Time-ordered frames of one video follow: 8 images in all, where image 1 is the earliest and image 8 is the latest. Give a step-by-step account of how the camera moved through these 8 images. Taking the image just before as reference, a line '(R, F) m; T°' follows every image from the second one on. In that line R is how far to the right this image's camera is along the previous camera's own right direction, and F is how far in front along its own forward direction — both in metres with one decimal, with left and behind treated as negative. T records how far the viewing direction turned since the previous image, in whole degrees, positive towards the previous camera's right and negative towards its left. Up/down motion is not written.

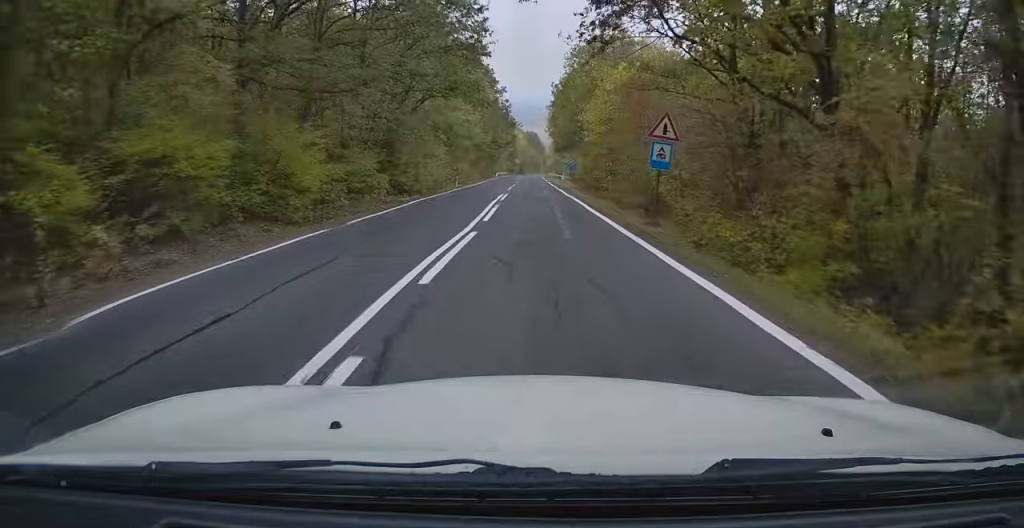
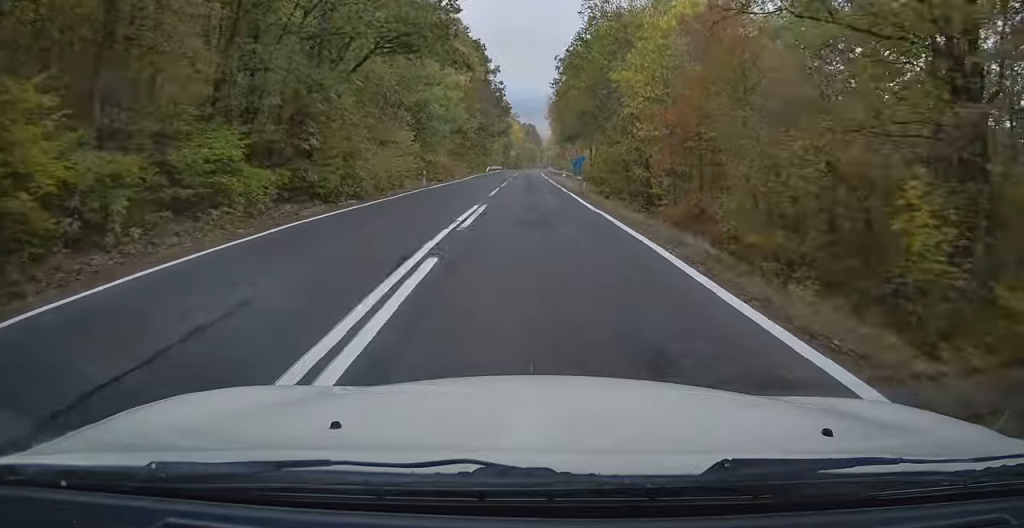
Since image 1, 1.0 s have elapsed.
(+0.2, +14.2) m; 0°
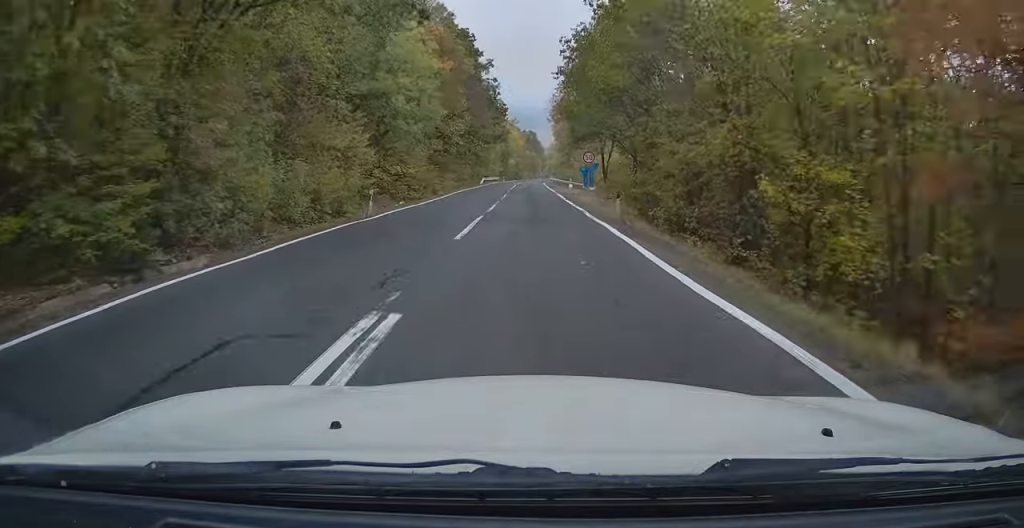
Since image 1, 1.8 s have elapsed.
(-0.2, +12.1) m; 0°
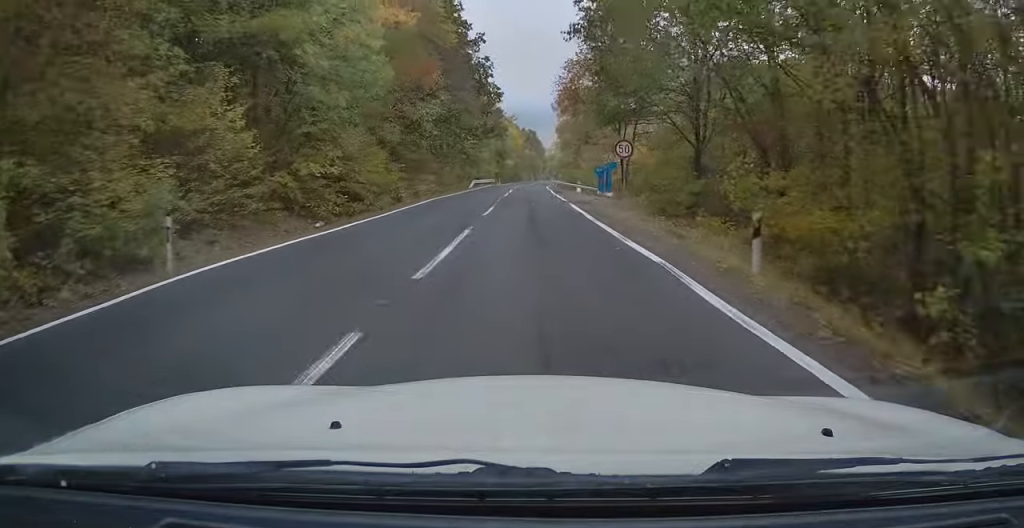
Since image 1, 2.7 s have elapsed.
(+0.3, +13.4) m; 0°
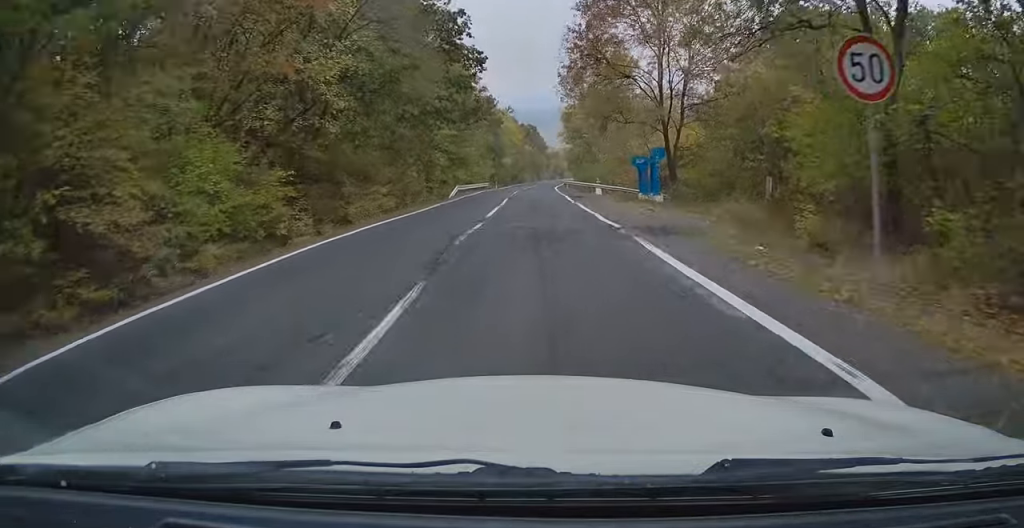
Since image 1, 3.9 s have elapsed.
(-0.3, +17.1) m; -1°
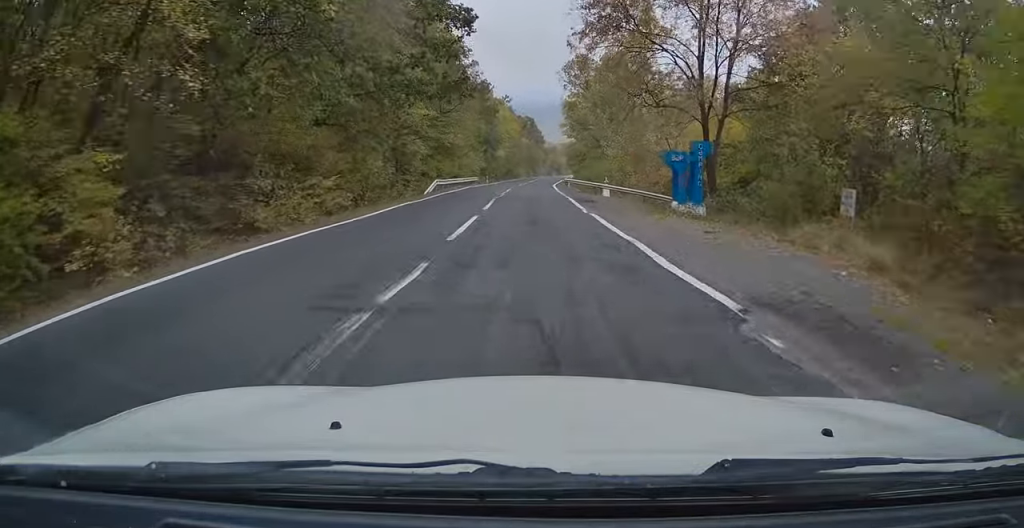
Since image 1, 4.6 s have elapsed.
(+0.1, +8.5) m; -1°
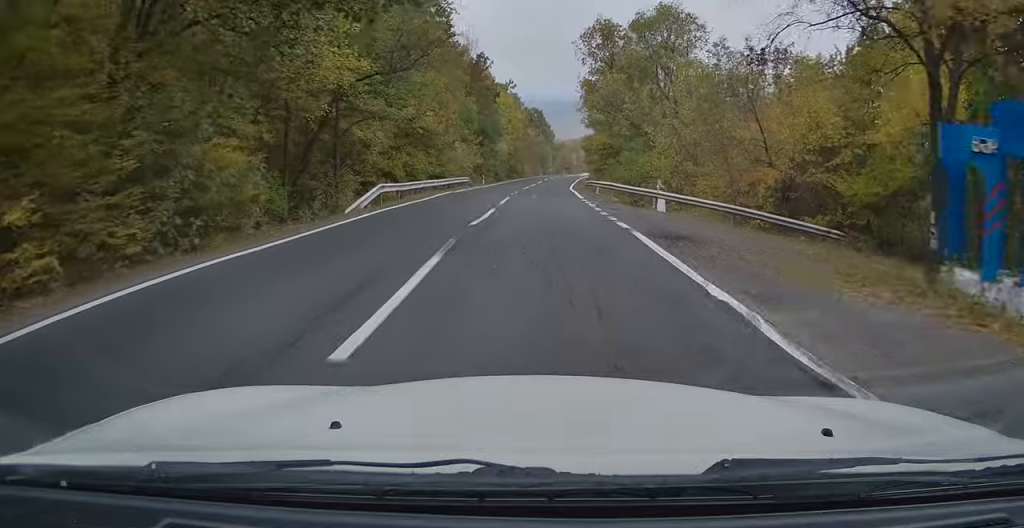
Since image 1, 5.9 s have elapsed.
(-0.6, +16.5) m; -2°
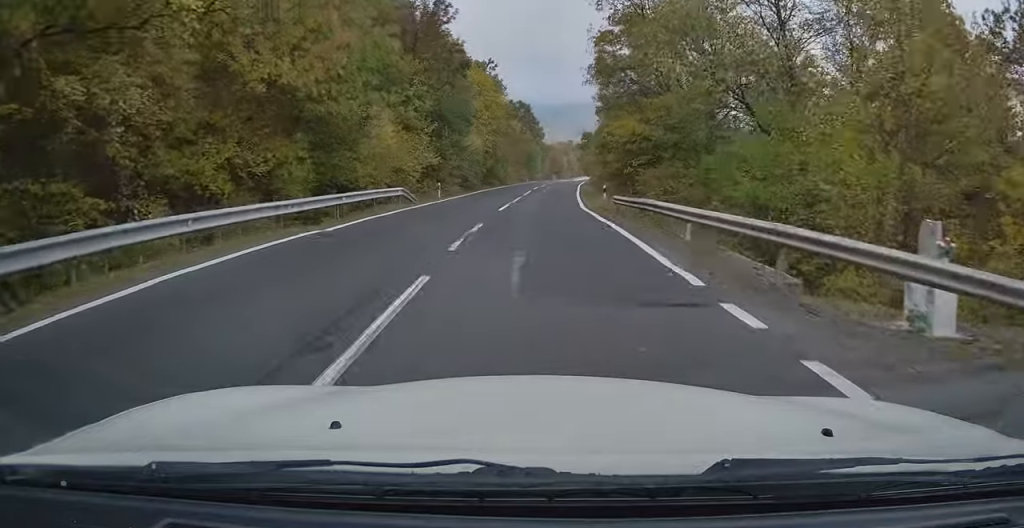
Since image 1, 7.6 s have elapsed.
(+0.7, +20.2) m; +4°
